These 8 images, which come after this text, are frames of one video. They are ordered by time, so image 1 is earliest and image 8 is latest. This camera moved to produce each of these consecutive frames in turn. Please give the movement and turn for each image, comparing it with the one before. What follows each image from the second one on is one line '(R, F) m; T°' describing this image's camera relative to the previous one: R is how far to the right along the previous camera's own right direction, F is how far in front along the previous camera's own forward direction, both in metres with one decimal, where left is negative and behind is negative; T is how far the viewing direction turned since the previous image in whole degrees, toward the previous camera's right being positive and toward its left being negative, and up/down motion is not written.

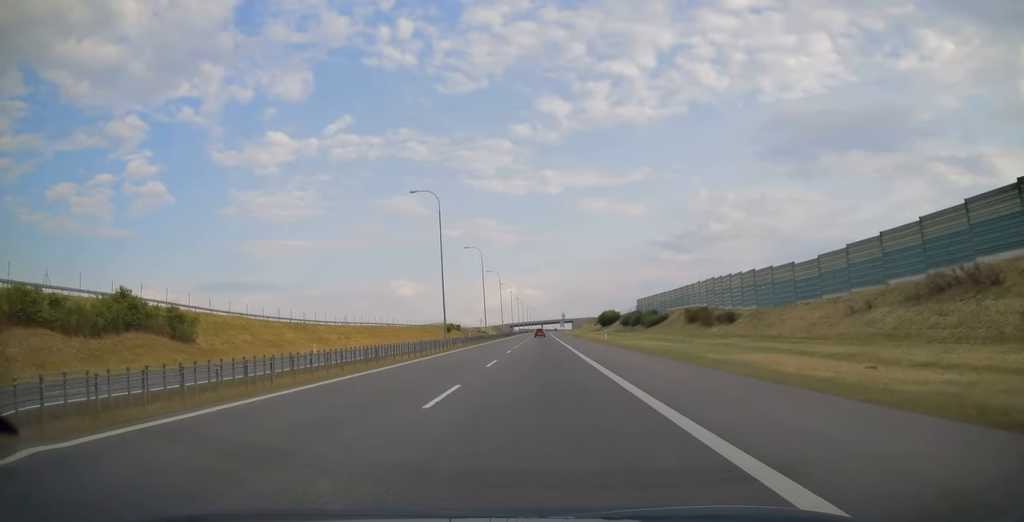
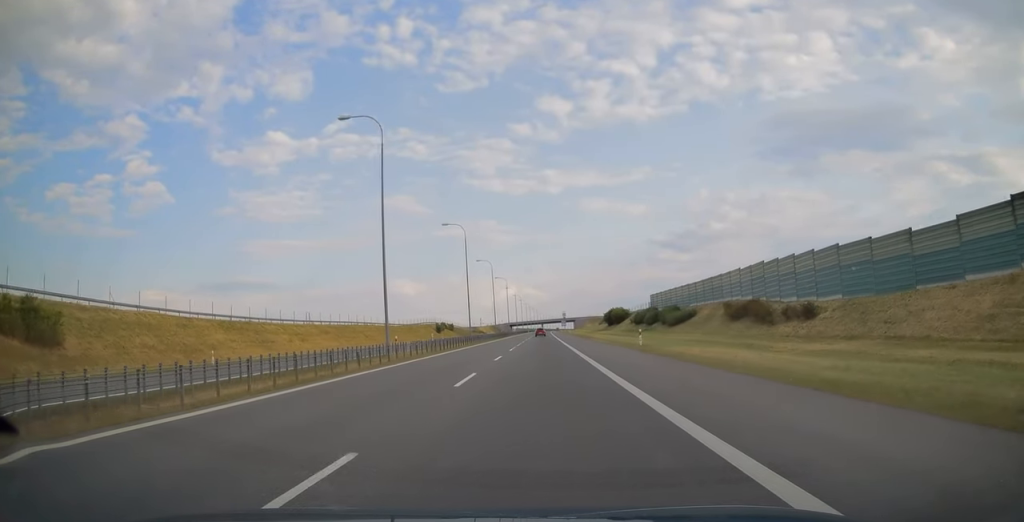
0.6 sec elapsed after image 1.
(-0.1, +20.0) m; 0°
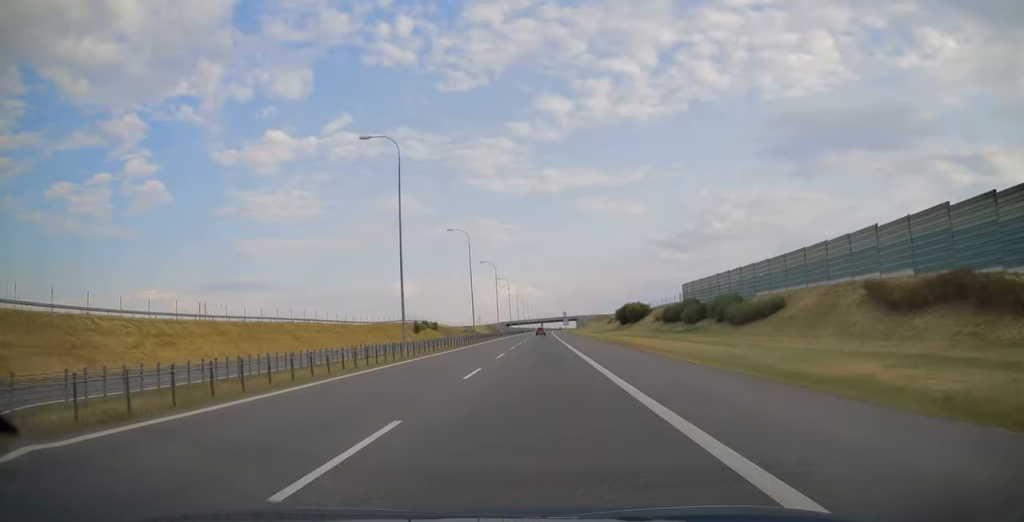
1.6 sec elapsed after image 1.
(0.0, +33.6) m; 0°
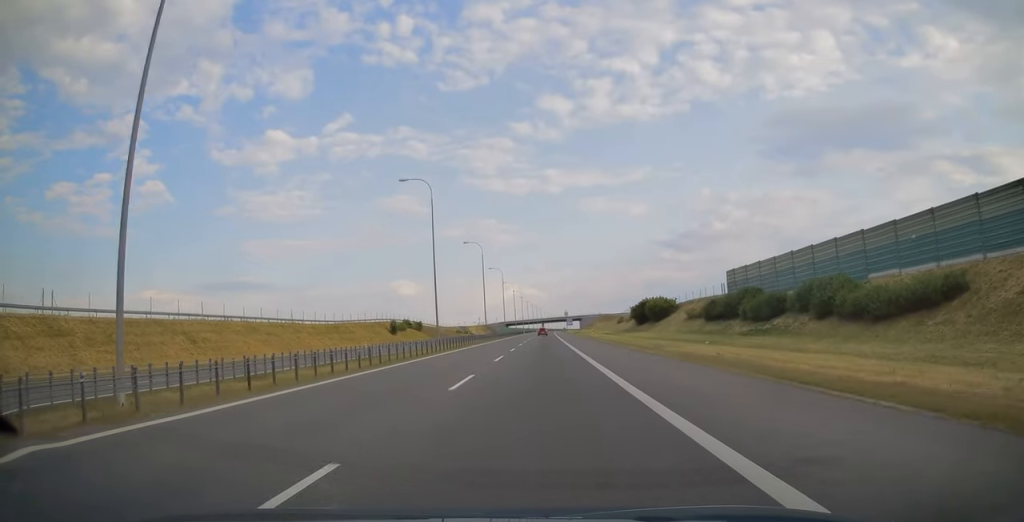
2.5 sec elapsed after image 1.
(+0.1, +26.6) m; 0°
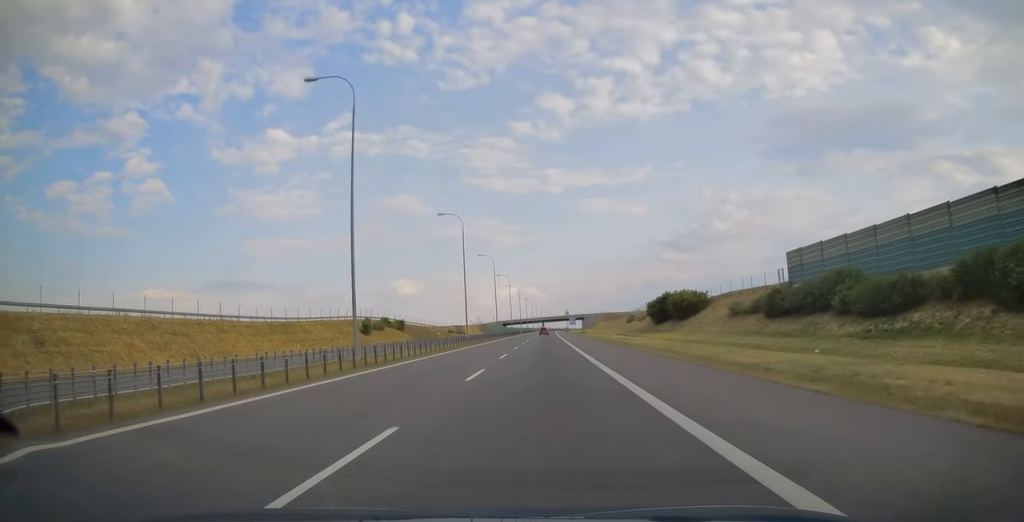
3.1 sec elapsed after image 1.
(-0.1, +21.7) m; 0°
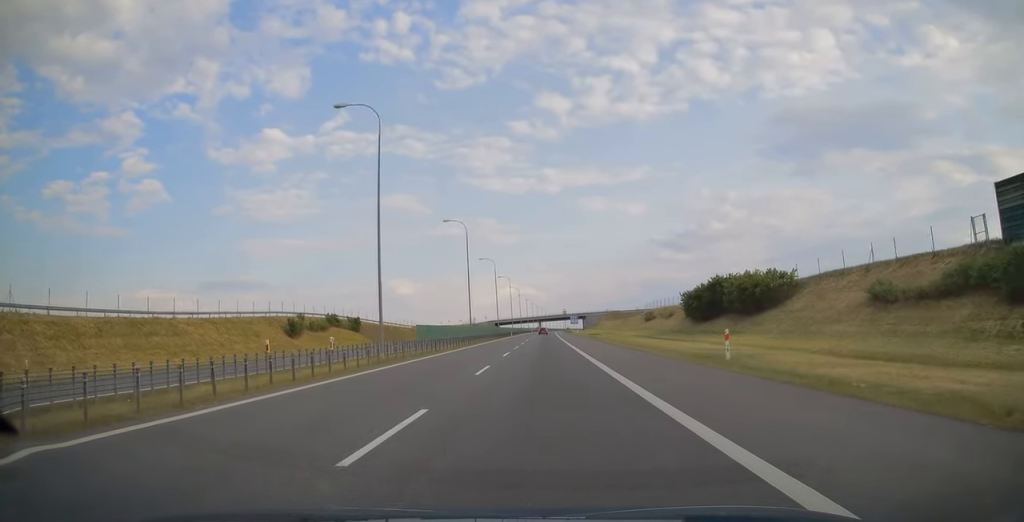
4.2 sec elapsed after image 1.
(0.0, +33.8) m; 0°
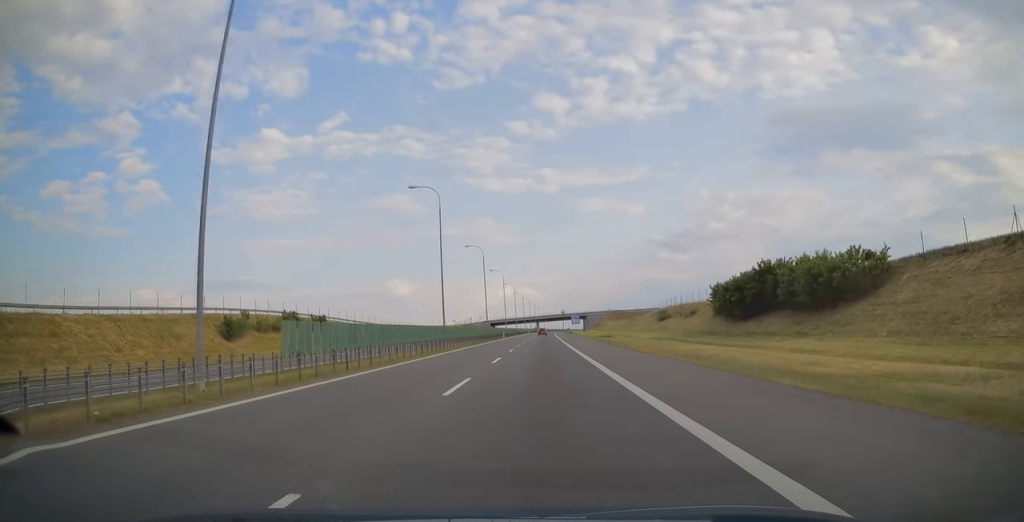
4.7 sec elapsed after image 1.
(0.0, +17.4) m; 0°
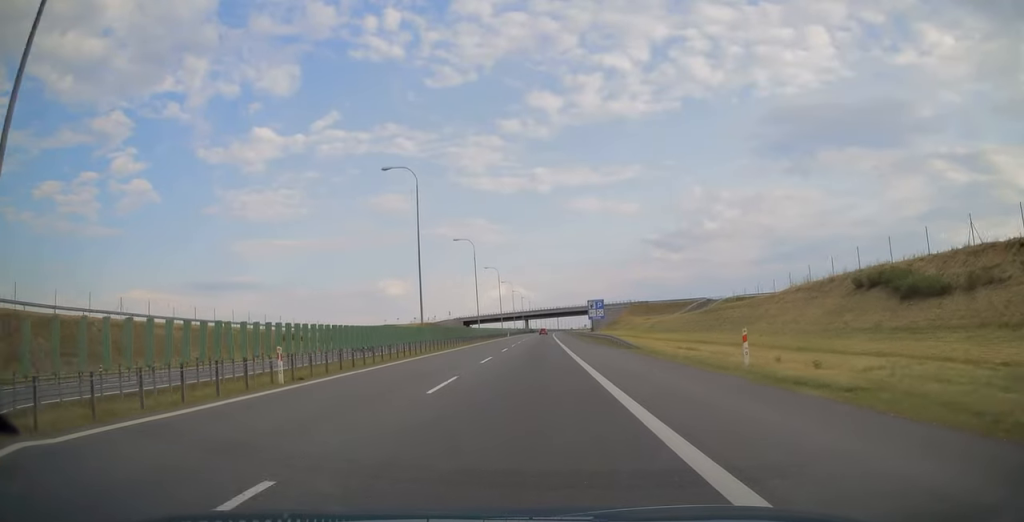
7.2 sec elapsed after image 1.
(+0.5, +83.3) m; +1°
